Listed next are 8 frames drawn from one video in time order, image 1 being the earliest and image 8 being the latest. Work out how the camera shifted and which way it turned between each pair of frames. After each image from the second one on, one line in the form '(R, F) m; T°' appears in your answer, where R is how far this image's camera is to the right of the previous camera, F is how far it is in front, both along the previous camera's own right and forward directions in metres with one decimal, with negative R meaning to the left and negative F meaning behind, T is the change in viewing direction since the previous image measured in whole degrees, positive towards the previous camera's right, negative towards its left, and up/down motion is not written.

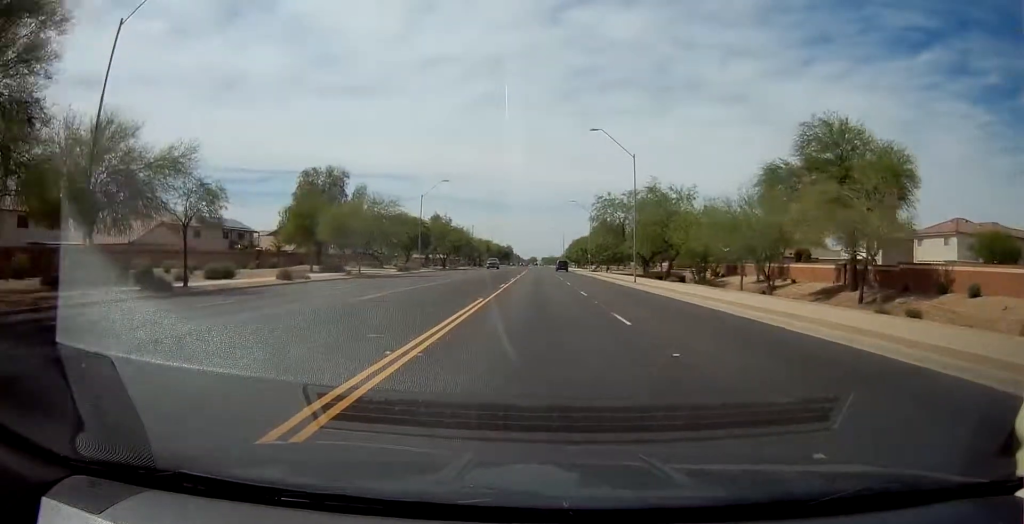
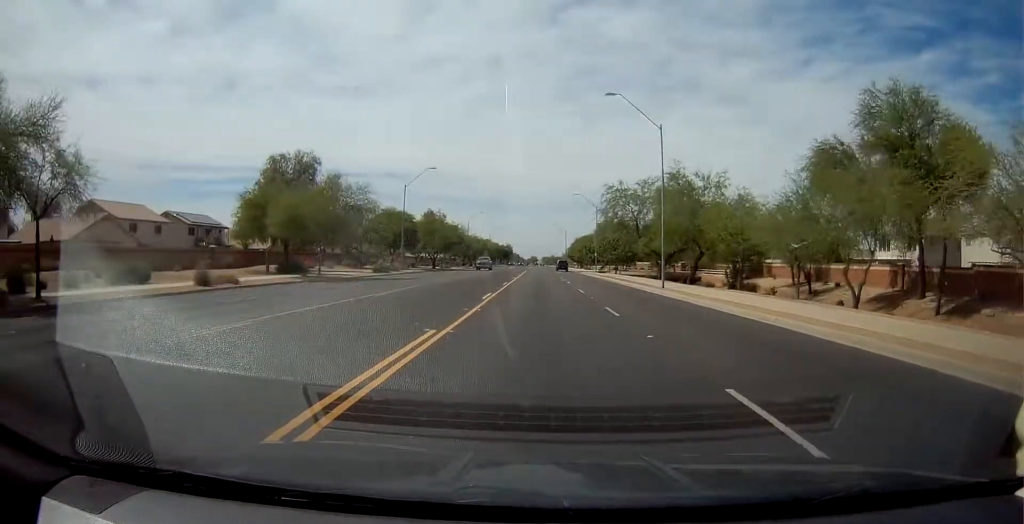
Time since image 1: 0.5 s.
(0.0, +9.9) m; 0°
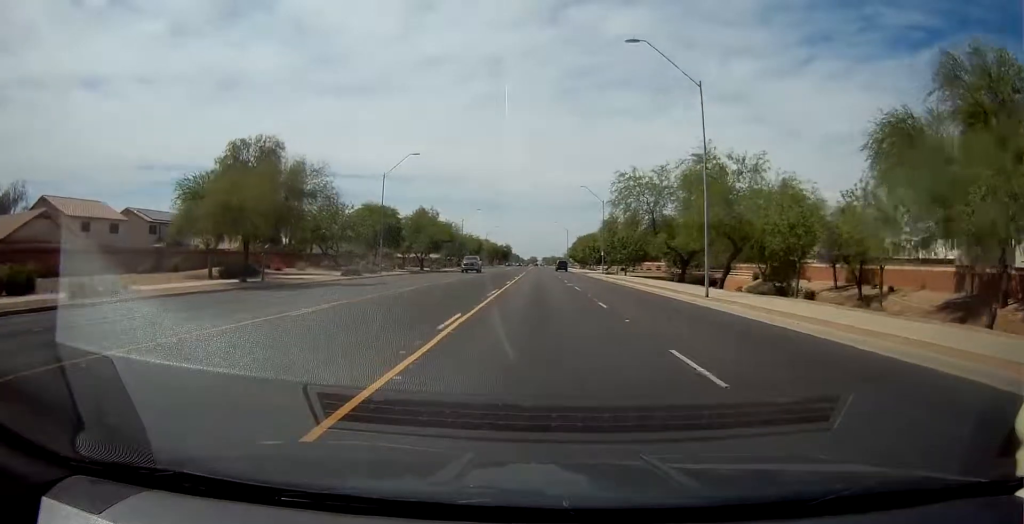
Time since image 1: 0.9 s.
(0.0, +9.2) m; 0°
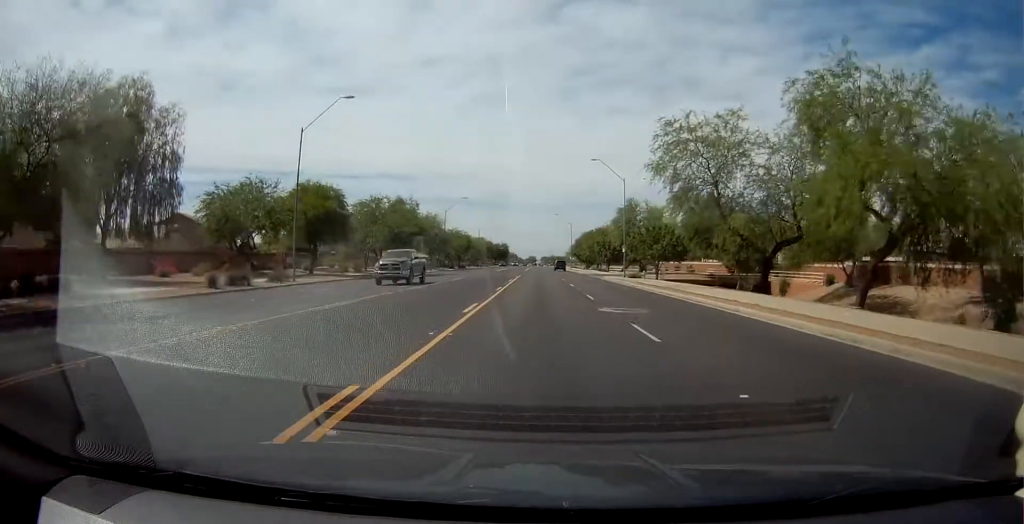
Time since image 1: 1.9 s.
(0.0, +20.6) m; 0°
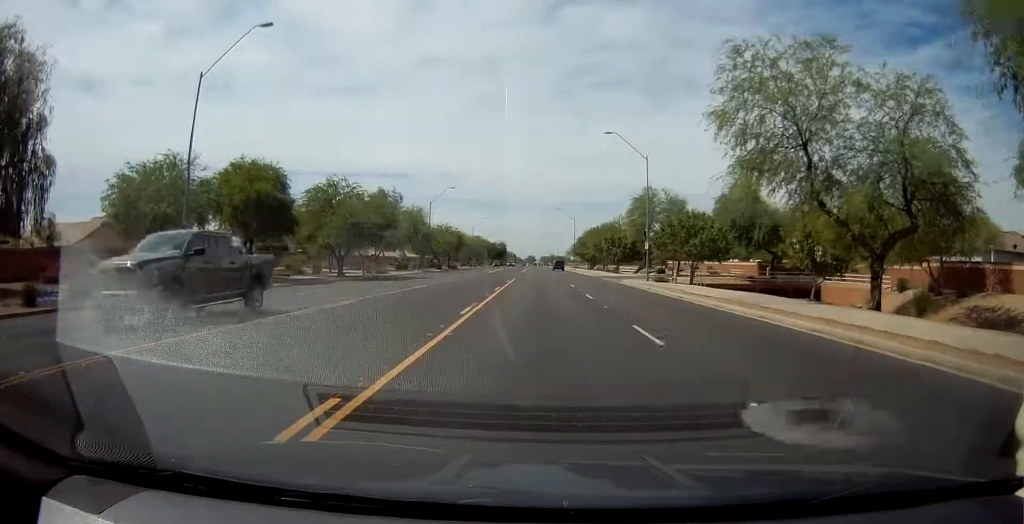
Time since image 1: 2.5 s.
(0.0, +12.8) m; 0°
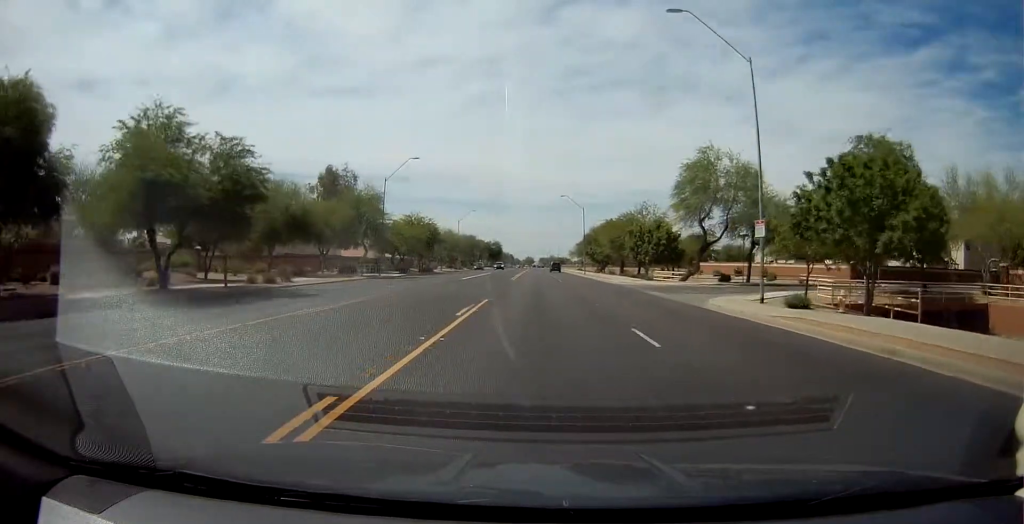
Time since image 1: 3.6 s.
(0.0, +24.3) m; 0°
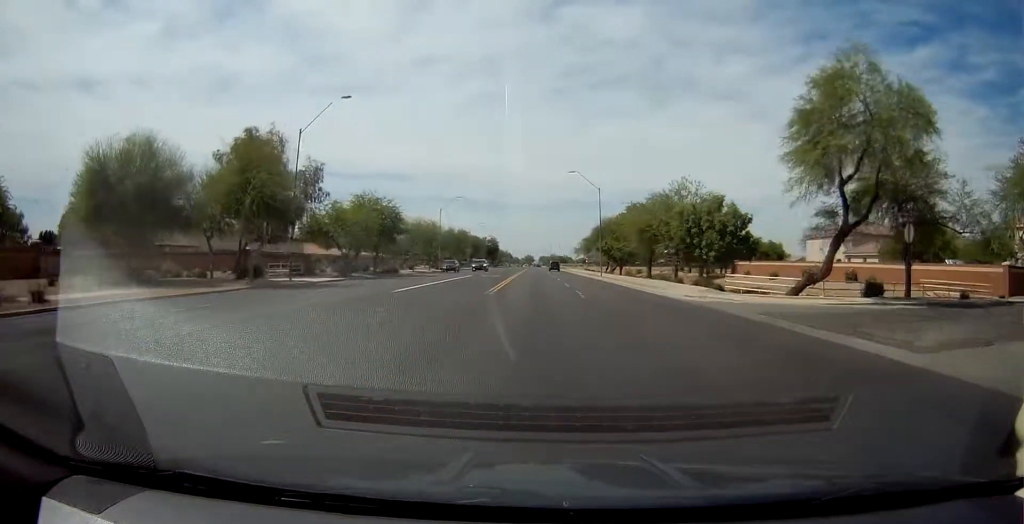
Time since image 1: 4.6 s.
(0.0, +21.7) m; 0°
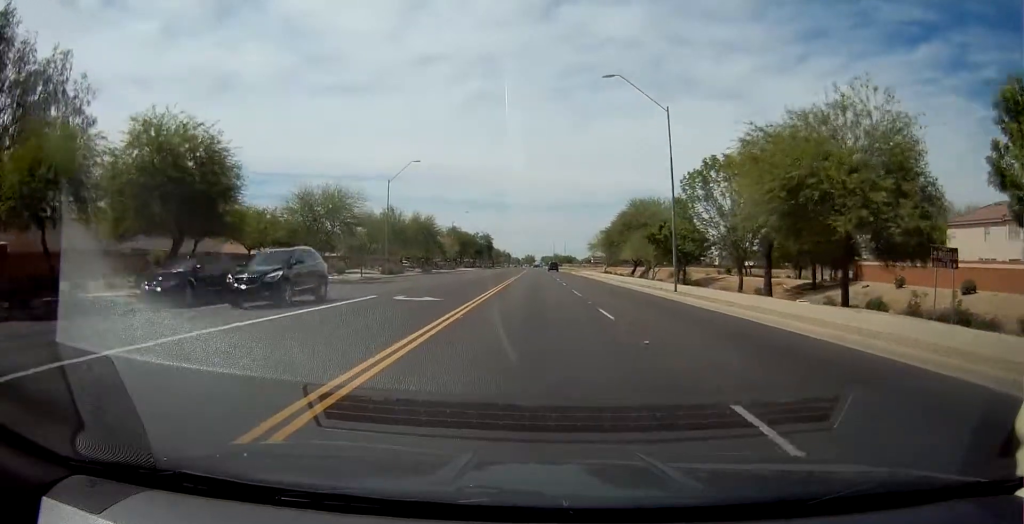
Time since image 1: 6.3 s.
(-0.8, +34.3) m; -2°
